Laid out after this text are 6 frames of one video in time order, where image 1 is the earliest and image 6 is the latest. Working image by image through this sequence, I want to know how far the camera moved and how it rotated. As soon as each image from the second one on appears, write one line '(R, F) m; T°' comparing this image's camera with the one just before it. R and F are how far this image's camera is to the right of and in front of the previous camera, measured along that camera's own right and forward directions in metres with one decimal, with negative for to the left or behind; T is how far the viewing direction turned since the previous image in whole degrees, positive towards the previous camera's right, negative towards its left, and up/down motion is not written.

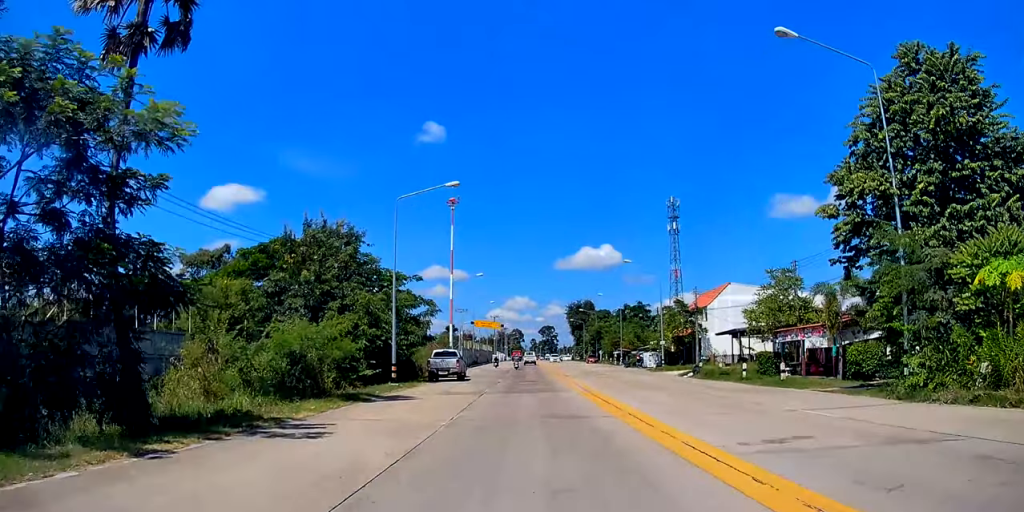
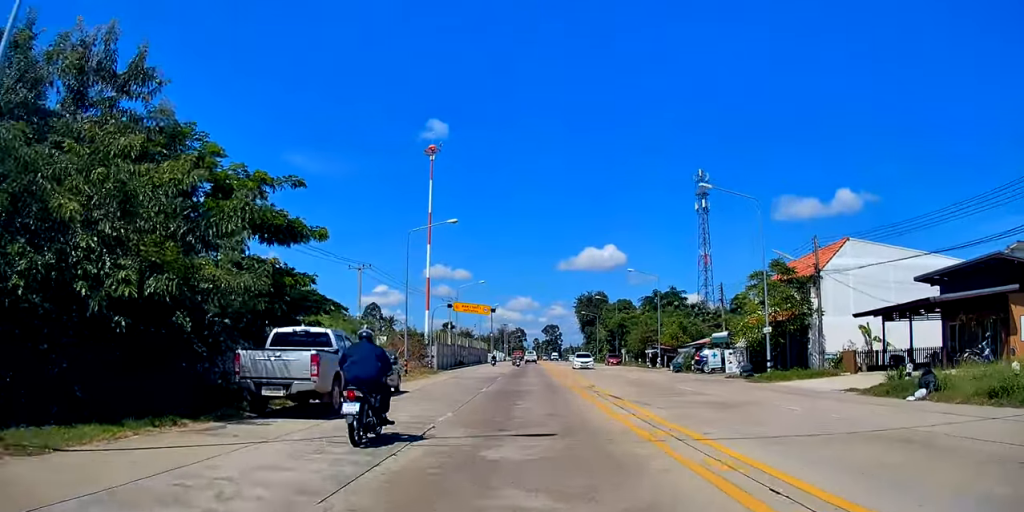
(-0.5, +24.0) m; -2°
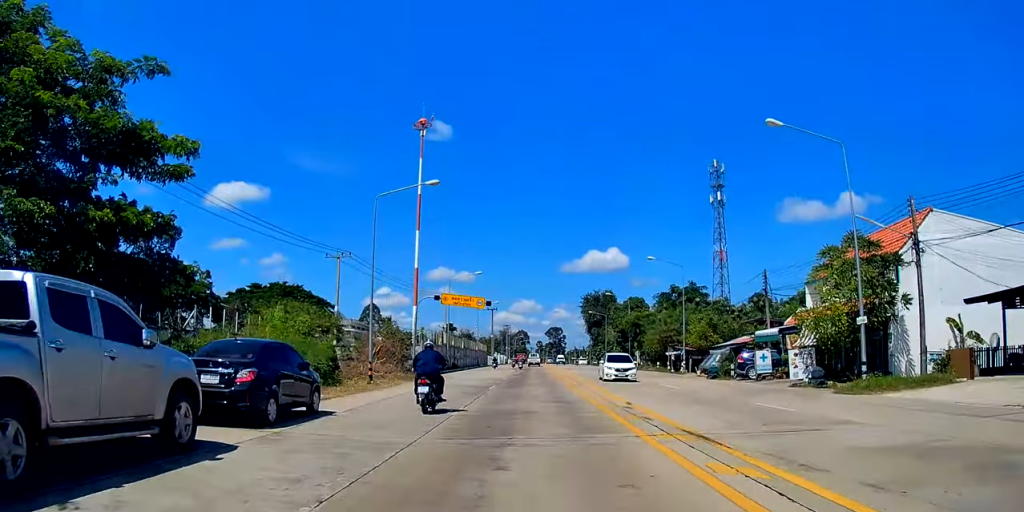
(+0.6, +8.9) m; +3°
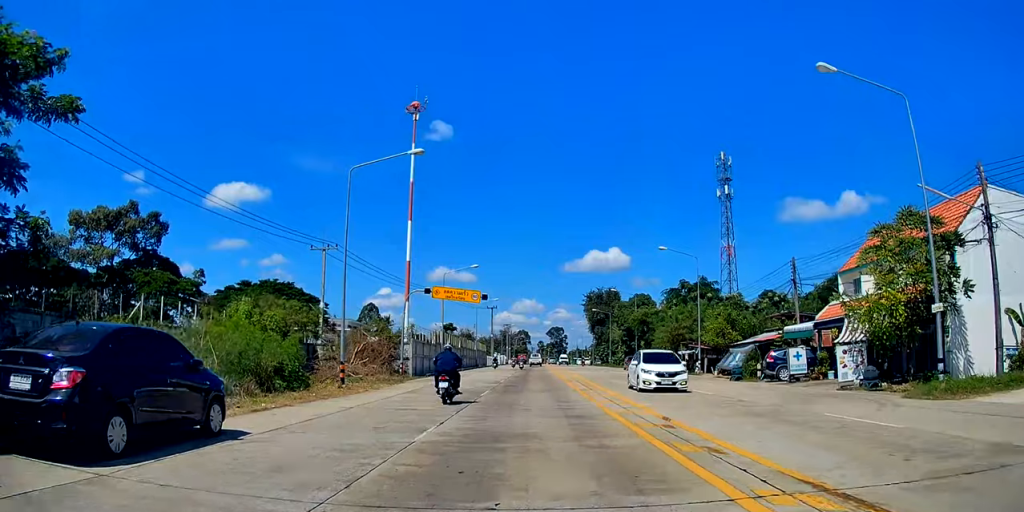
(+0.1, +4.6) m; +1°
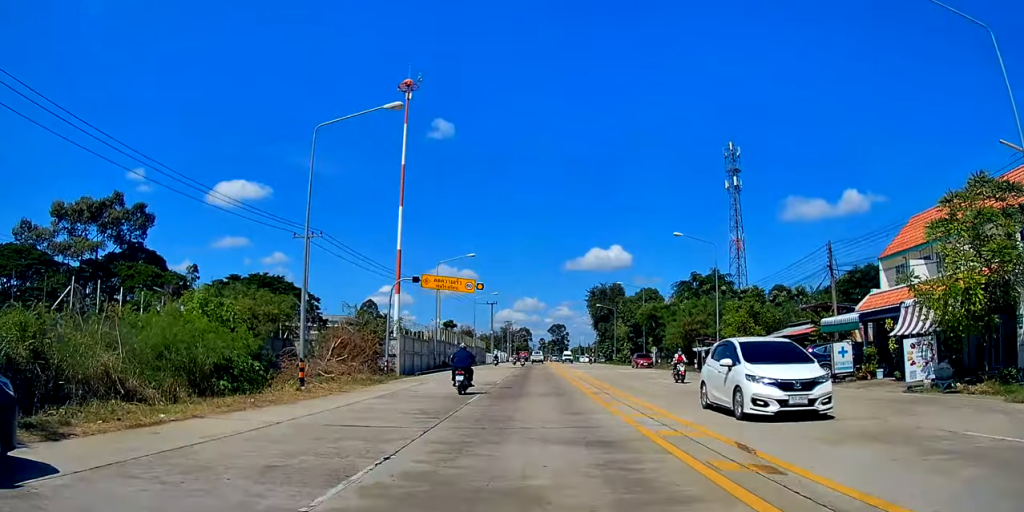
(0.0, +4.6) m; 0°
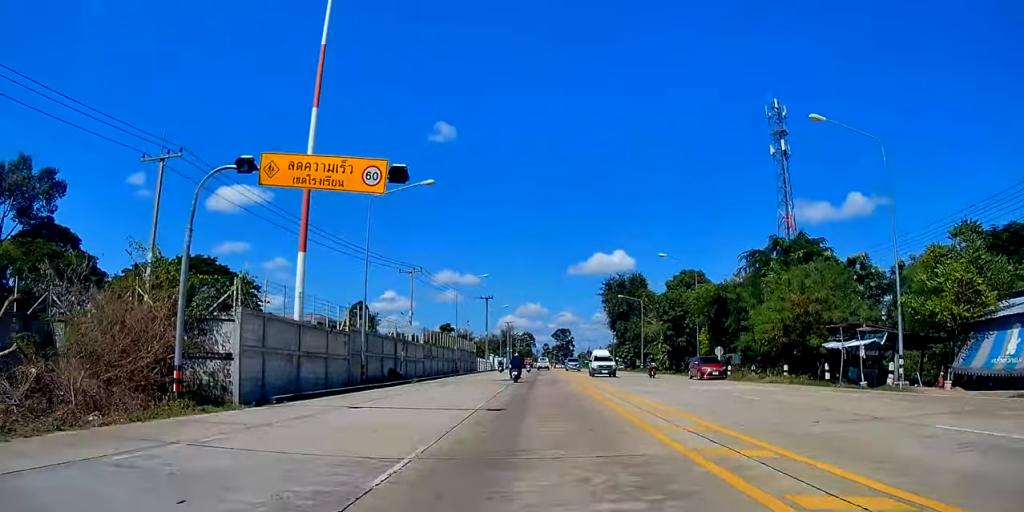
(-1.4, +22.7) m; -5°
